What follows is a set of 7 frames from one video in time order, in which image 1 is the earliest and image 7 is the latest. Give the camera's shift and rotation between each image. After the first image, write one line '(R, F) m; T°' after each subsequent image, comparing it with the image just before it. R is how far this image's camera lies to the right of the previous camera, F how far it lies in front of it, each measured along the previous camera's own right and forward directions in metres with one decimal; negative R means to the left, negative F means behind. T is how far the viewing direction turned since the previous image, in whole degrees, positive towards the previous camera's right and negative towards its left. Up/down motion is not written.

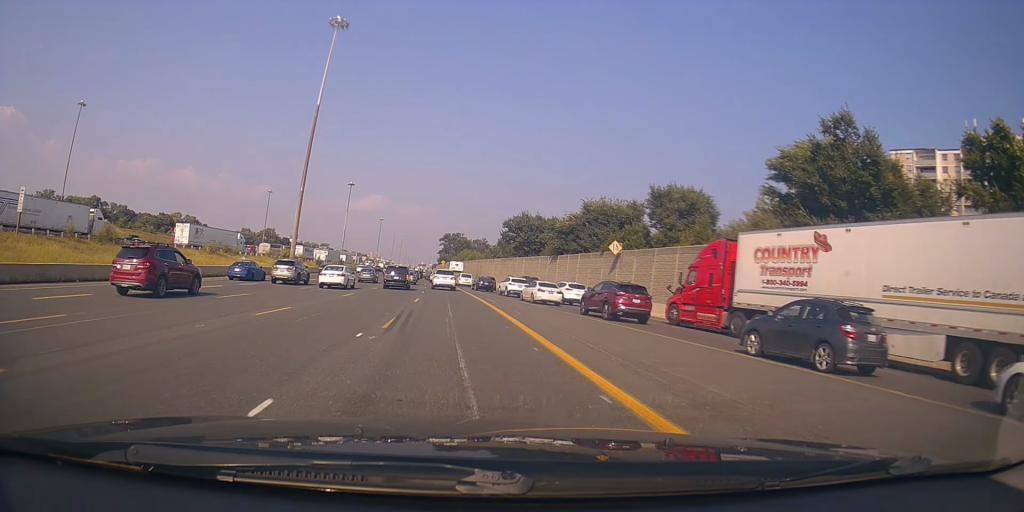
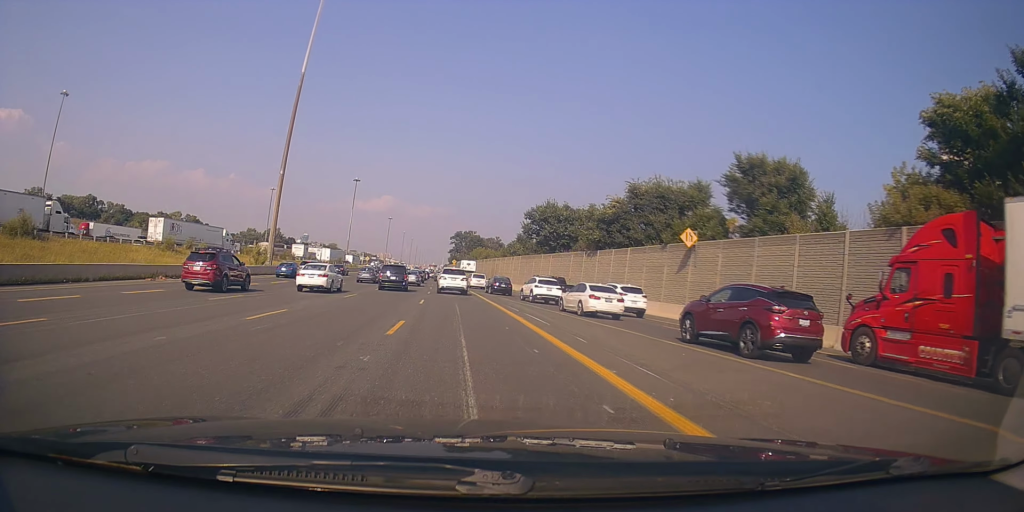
(-0.4, +13.2) m; -1°
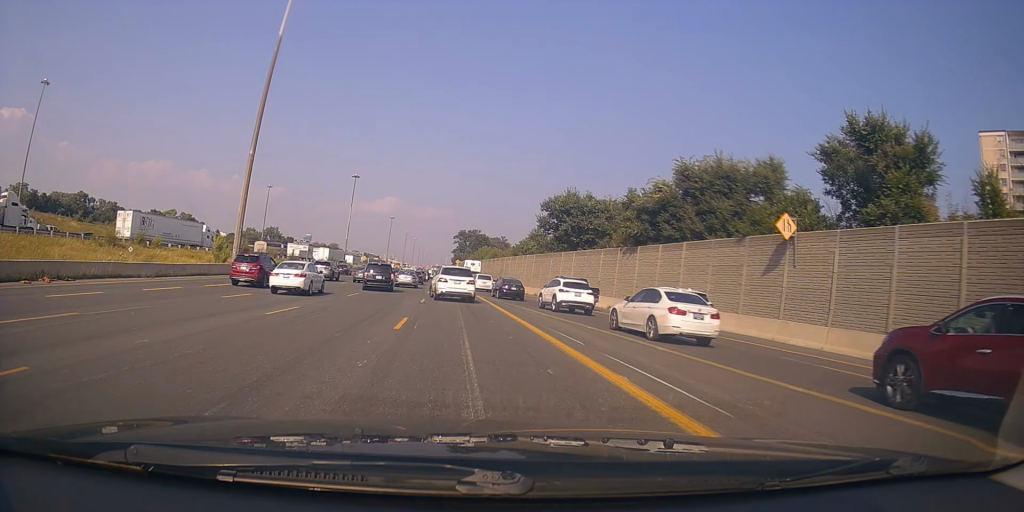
(+0.3, +10.3) m; -1°
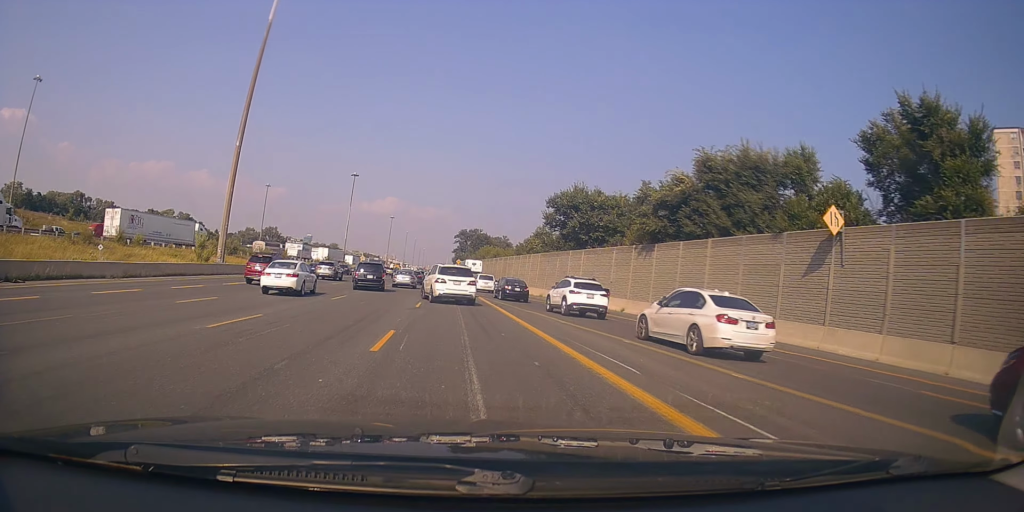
(-0.2, +3.4) m; -2°
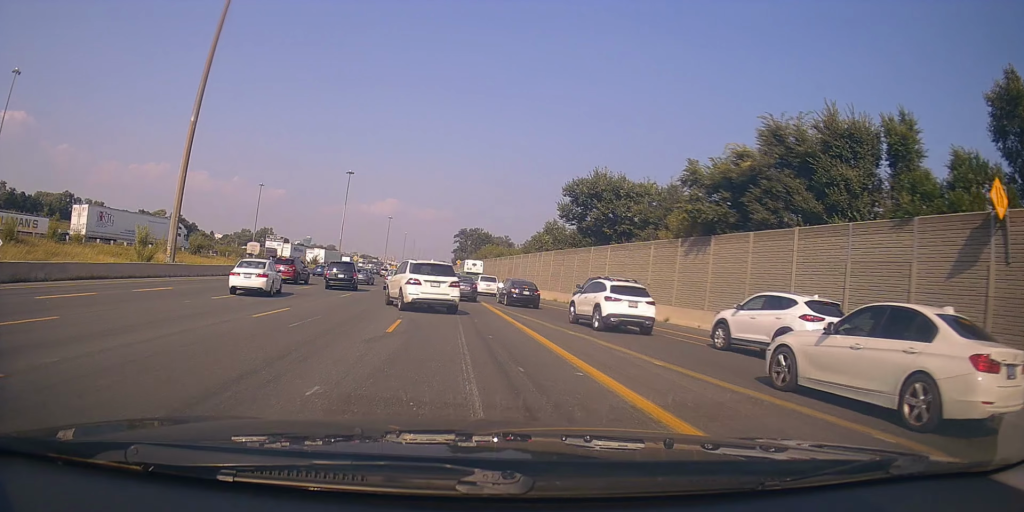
(-0.5, +8.7) m; -2°
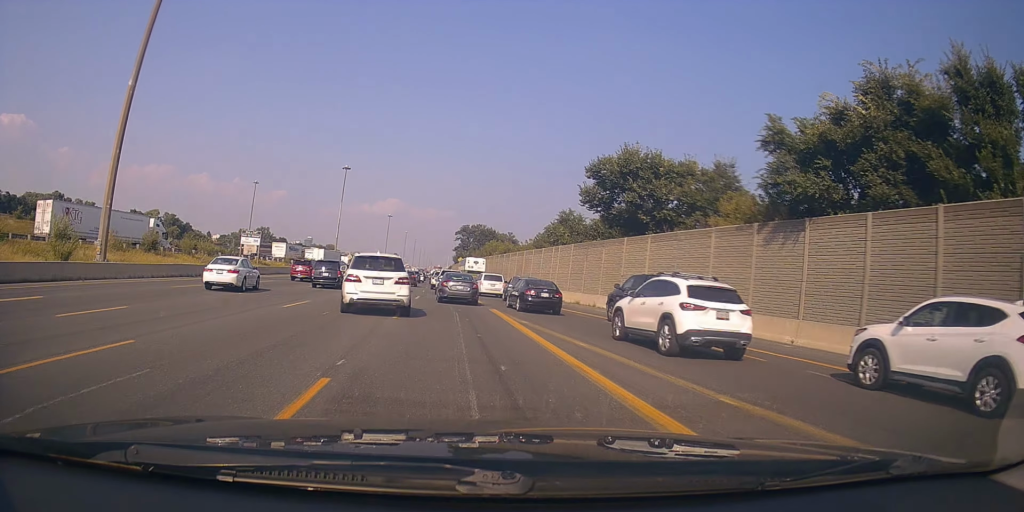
(+0.4, +8.5) m; +7°
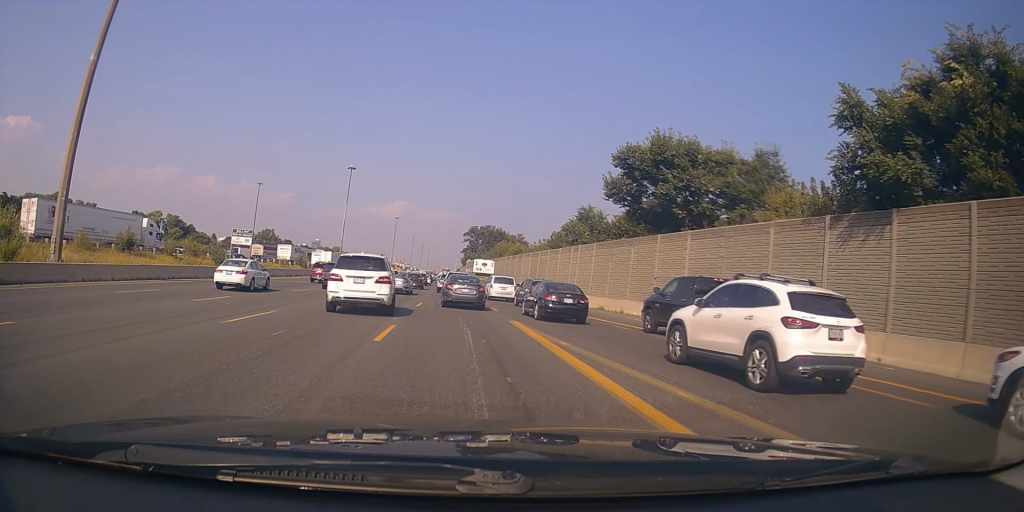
(+0.2, +5.2) m; -4°
